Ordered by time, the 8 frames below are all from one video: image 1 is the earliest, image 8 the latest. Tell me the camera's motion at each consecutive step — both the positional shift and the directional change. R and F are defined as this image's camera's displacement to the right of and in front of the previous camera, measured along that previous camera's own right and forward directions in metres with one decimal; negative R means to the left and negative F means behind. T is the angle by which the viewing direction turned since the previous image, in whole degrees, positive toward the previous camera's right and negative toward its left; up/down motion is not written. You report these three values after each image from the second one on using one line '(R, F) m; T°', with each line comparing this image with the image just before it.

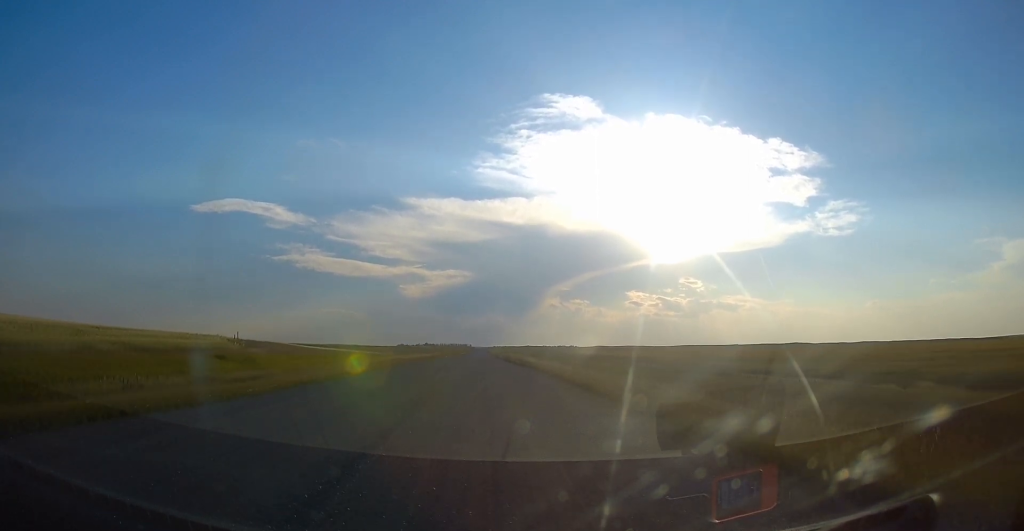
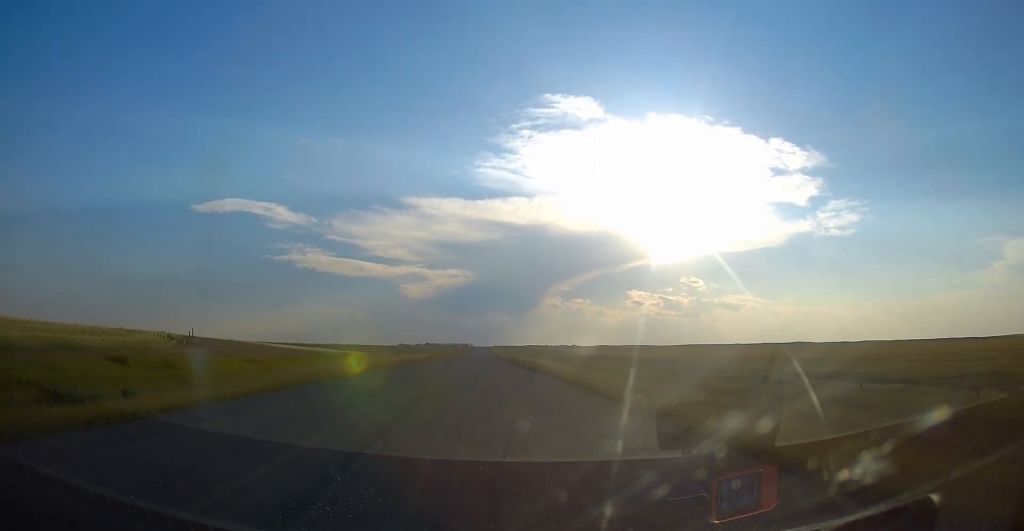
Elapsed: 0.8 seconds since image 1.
(0.0, +12.7) m; +1°
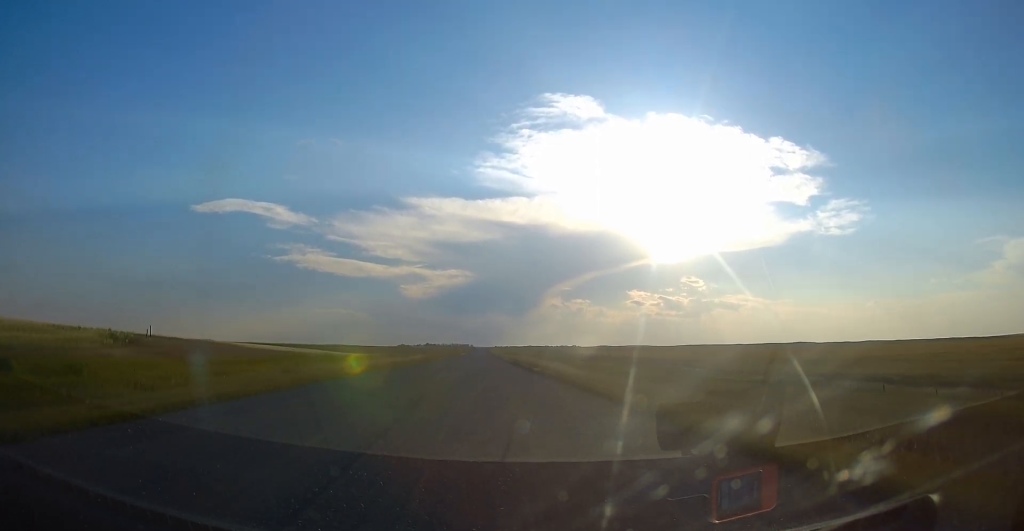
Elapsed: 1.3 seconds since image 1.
(-0.1, +8.8) m; +1°
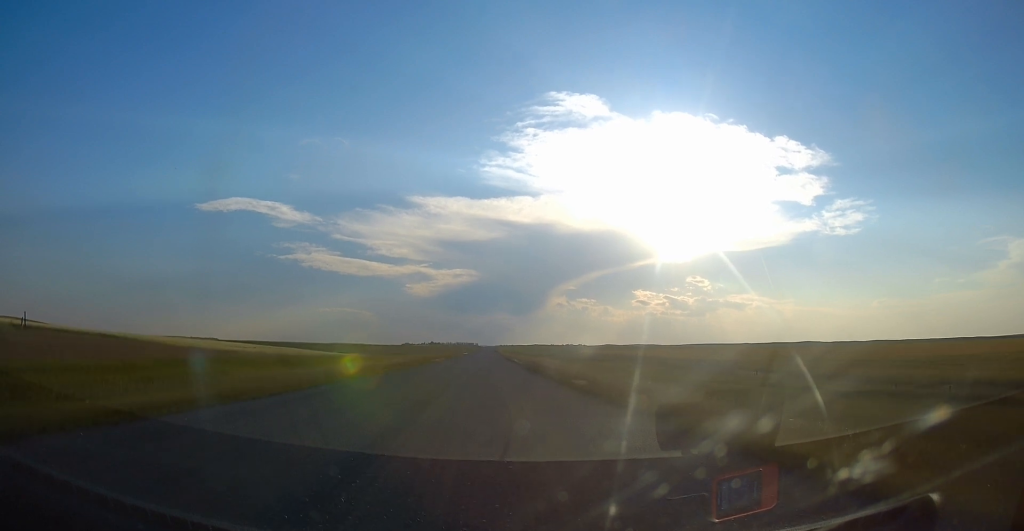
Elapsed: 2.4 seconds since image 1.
(+0.5, +18.2) m; 0°
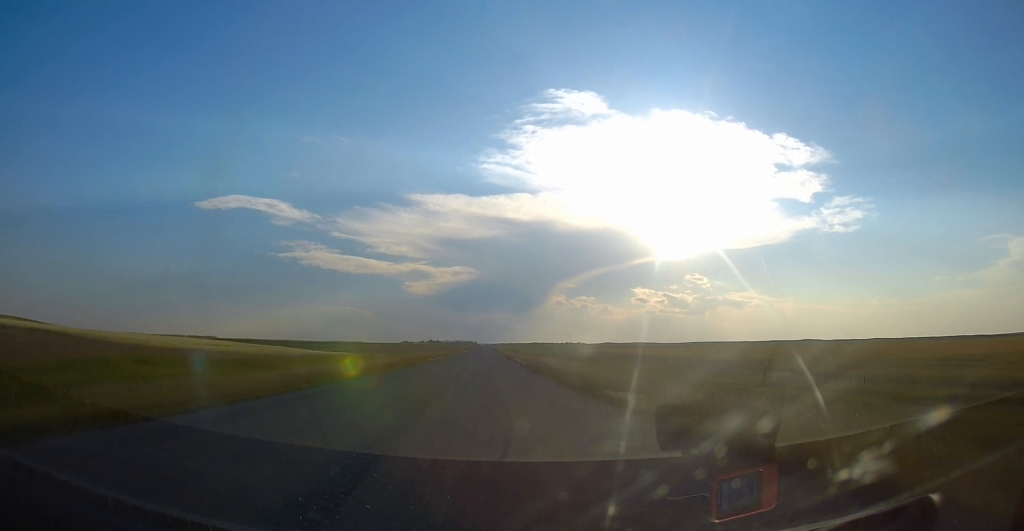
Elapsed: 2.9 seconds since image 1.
(-0.2, +8.2) m; -1°
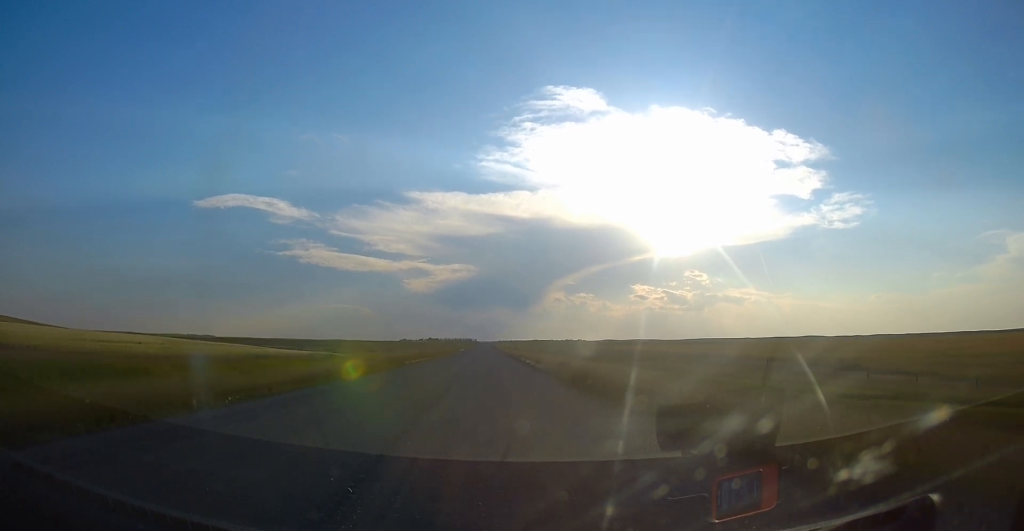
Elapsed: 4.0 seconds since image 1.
(-0.2, +18.6) m; -1°
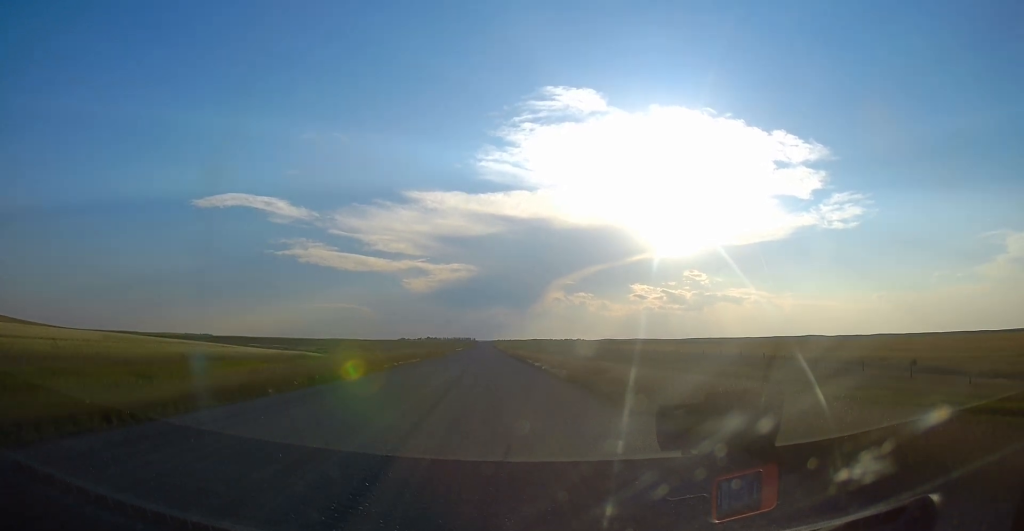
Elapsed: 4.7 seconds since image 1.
(0.0, +11.5) m; 0°
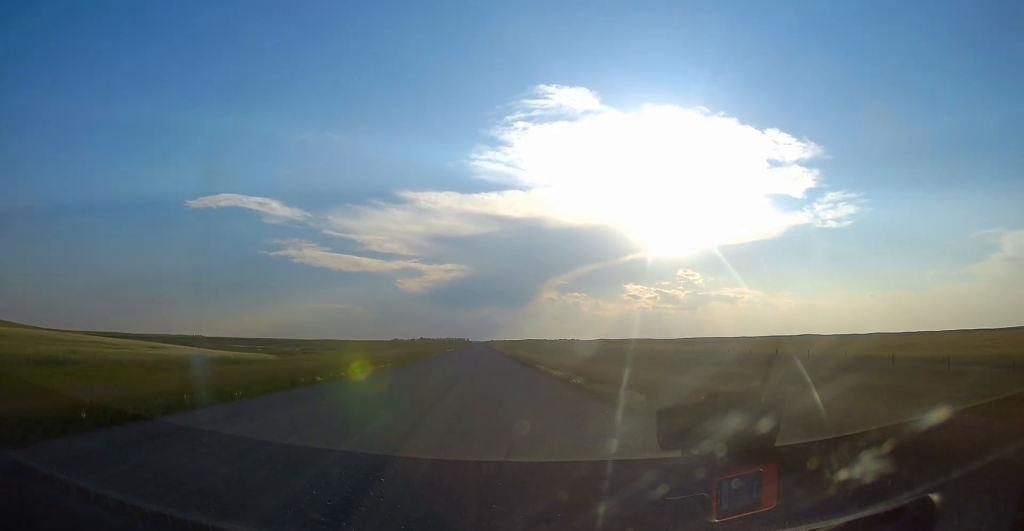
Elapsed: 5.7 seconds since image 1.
(0.0, +16.5) m; 0°
